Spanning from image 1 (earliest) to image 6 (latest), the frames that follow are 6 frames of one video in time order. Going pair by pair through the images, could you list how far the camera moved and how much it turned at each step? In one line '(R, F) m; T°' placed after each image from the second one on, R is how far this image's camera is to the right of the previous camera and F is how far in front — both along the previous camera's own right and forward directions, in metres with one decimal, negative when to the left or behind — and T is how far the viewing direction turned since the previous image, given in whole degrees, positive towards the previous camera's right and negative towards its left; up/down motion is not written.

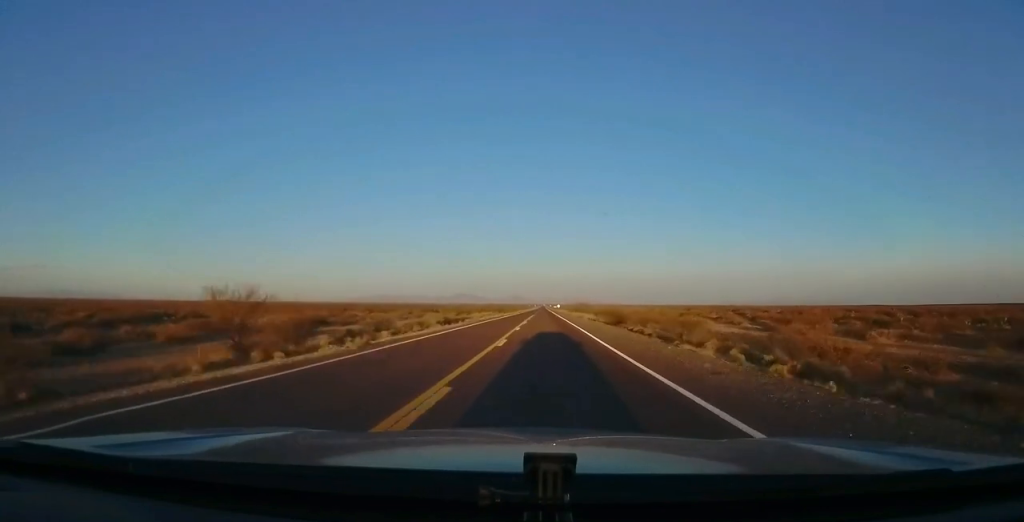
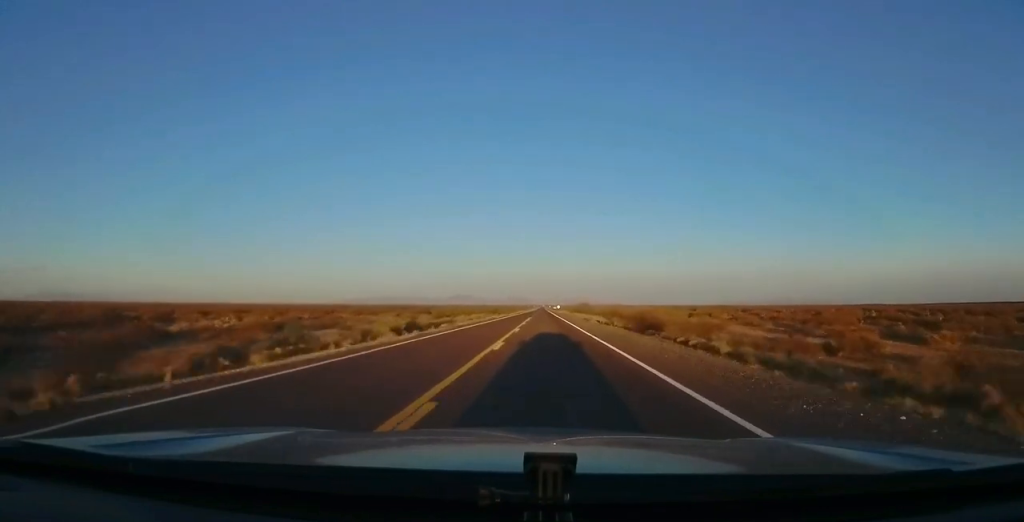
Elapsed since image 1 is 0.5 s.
(+0.2, +13.7) m; 0°
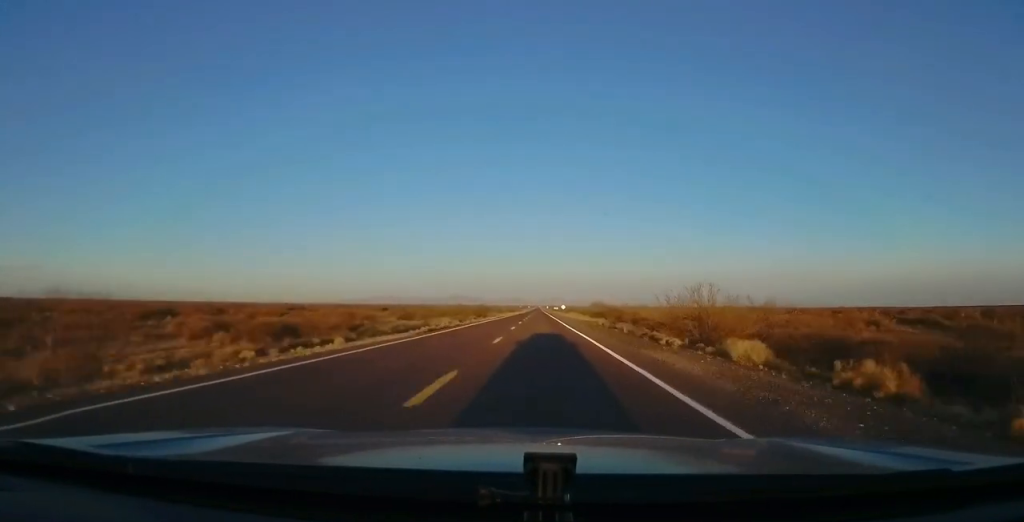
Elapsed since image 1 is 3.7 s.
(+0.7, +94.7) m; +1°
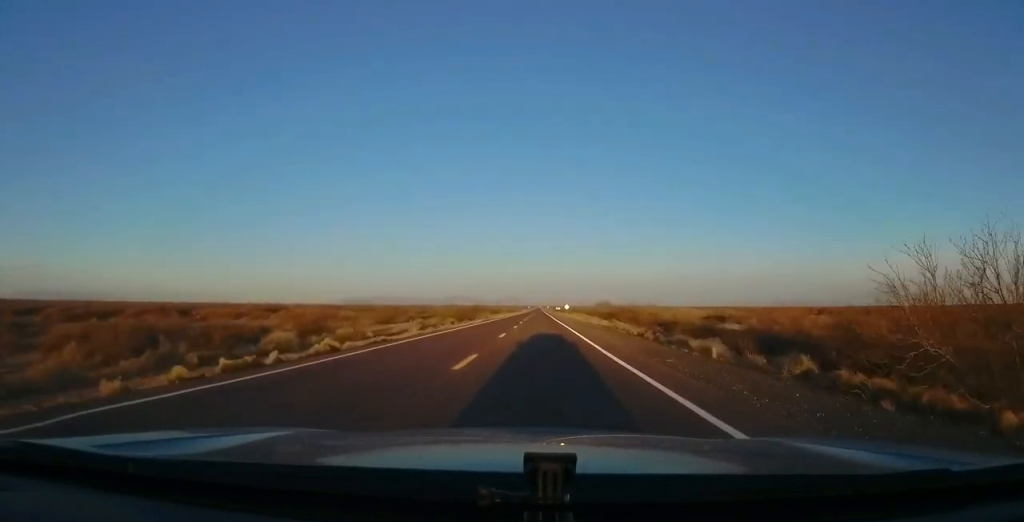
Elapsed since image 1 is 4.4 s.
(0.0, +20.5) m; 0°
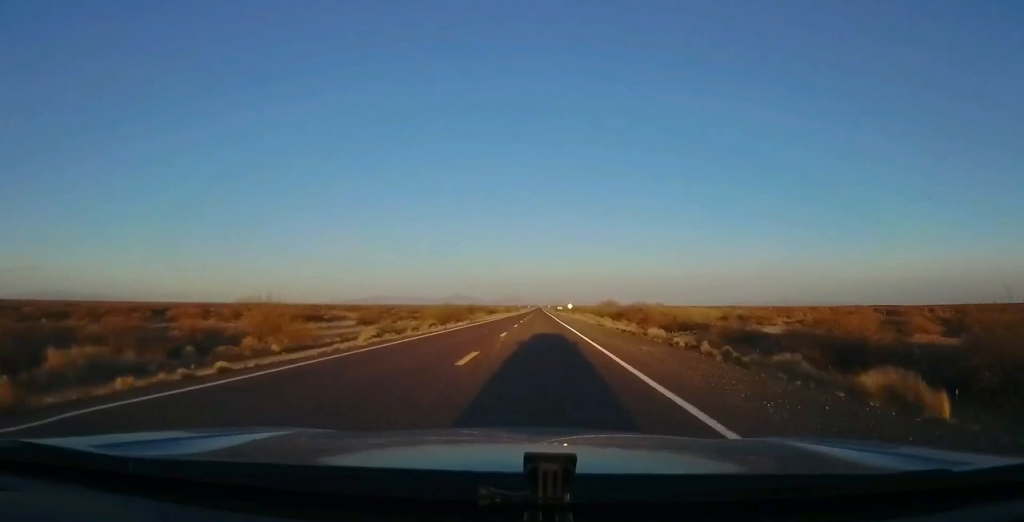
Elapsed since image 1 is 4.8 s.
(0.0, +11.7) m; 0°
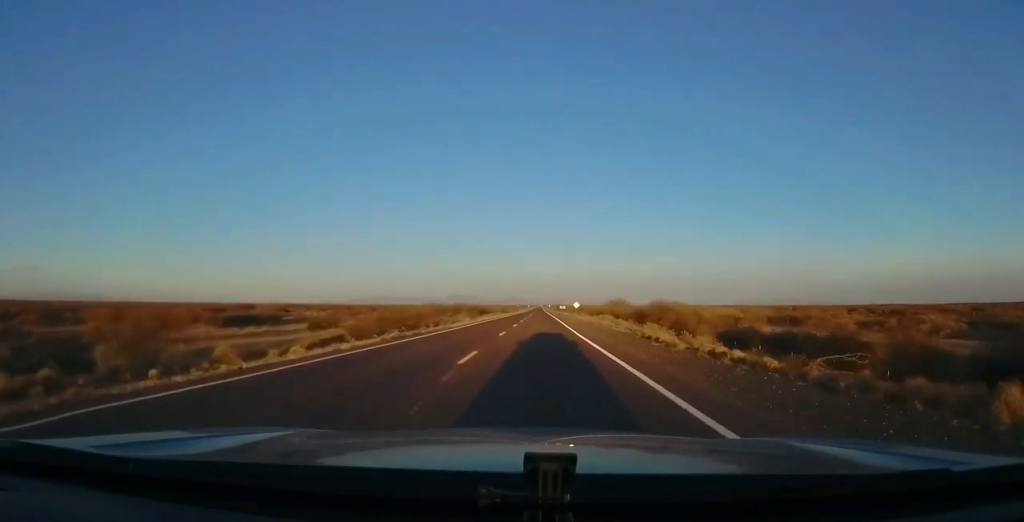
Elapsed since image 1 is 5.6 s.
(0.0, +24.3) m; 0°
